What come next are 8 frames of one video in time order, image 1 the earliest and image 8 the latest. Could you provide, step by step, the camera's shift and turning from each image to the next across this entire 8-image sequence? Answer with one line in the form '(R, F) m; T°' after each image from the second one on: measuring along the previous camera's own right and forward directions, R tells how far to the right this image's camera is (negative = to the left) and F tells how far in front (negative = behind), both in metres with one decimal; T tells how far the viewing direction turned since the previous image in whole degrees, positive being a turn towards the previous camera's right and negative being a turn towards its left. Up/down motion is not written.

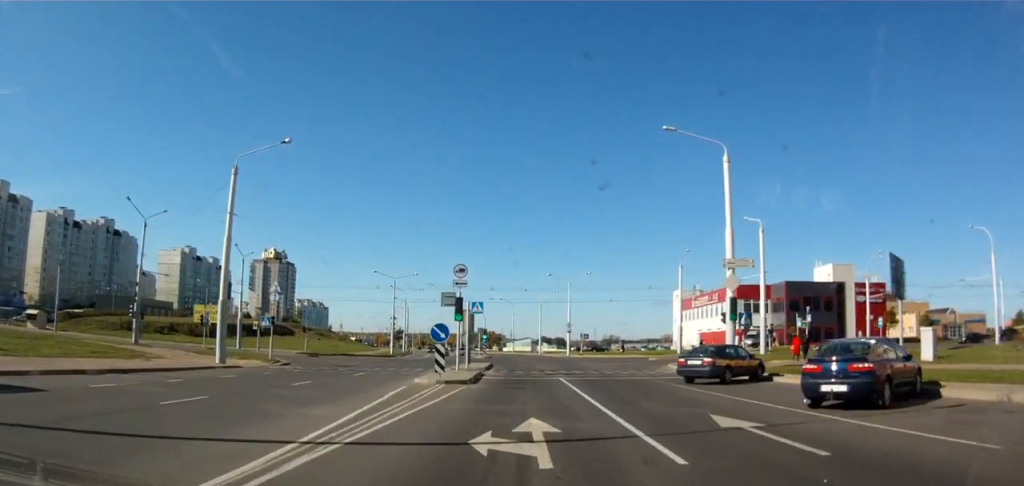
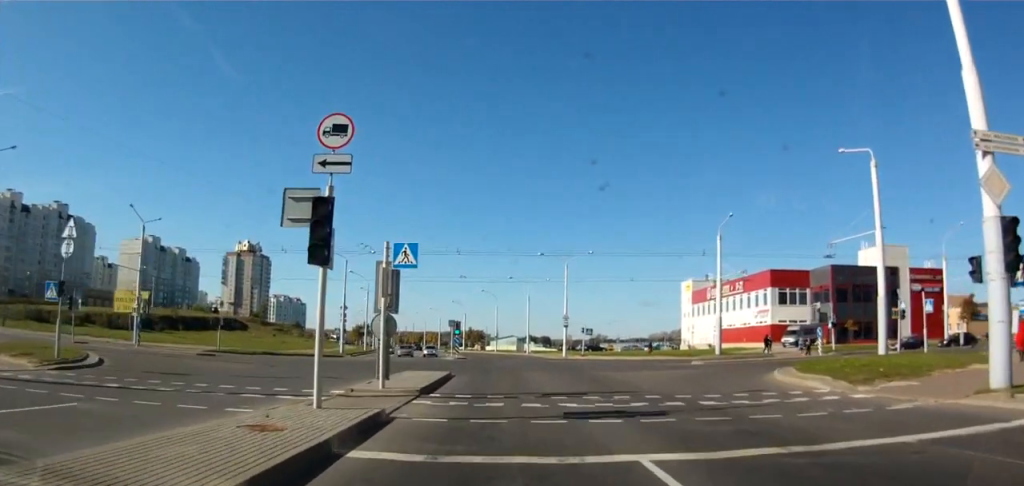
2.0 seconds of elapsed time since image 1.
(-0.3, +19.9) m; -1°
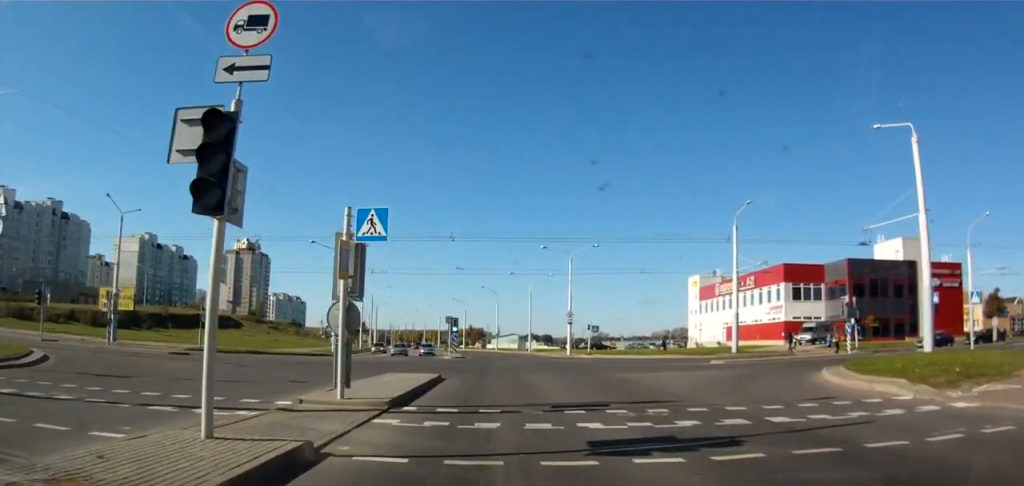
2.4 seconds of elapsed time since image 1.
(0.0, +4.2) m; 0°
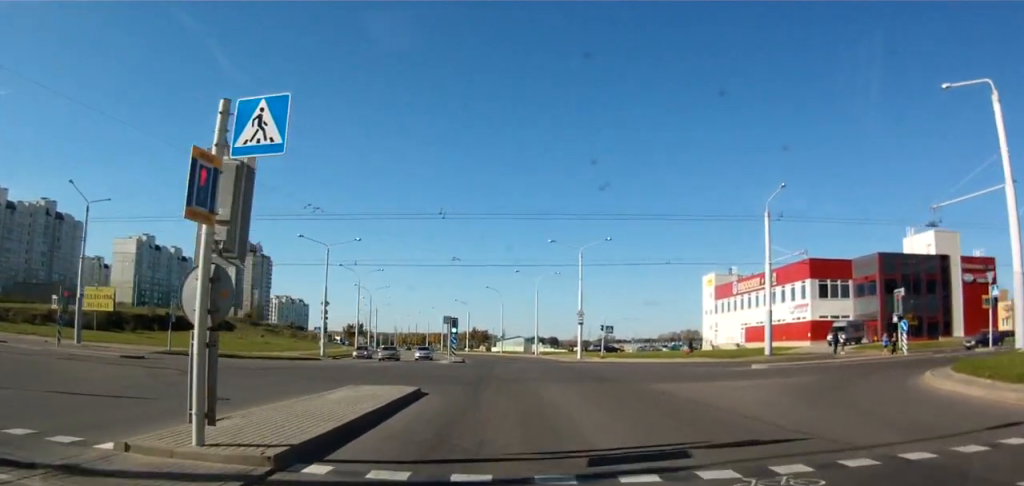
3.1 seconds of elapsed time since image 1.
(0.0, +6.1) m; 0°
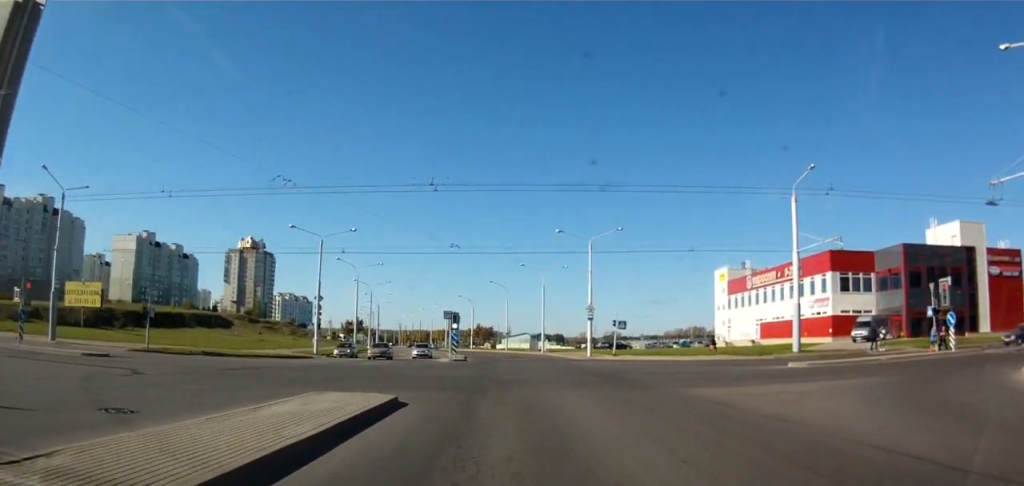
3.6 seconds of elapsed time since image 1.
(0.0, +4.4) m; +1°
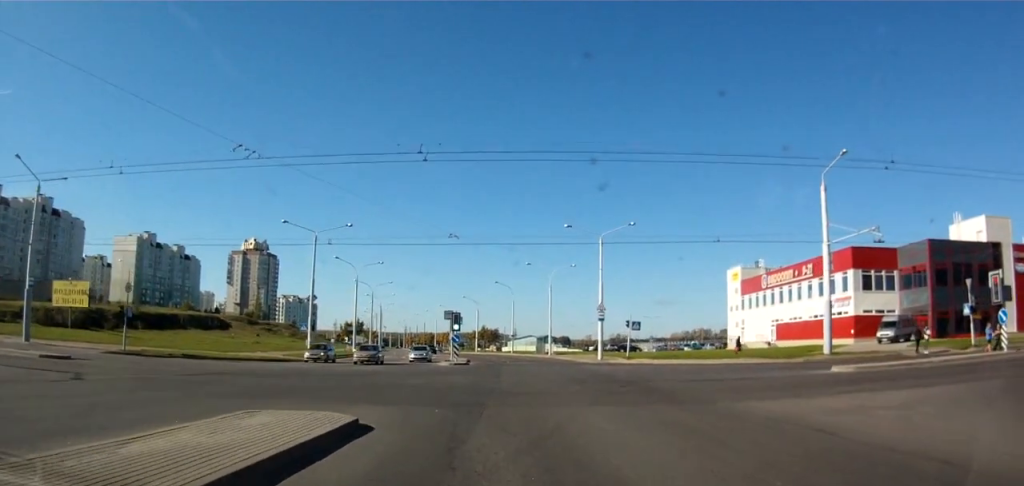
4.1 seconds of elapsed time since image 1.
(-0.1, +3.8) m; +2°
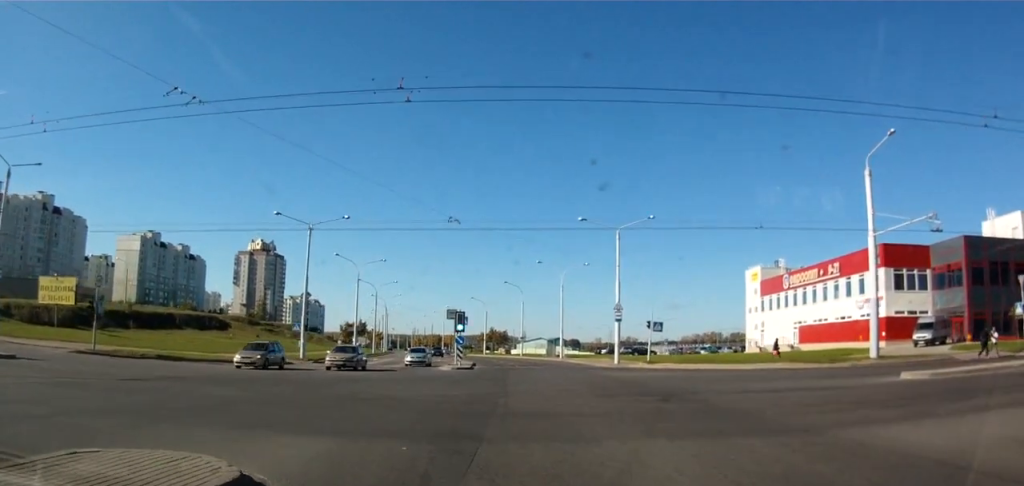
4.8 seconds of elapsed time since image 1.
(+0.2, +5.0) m; -1°
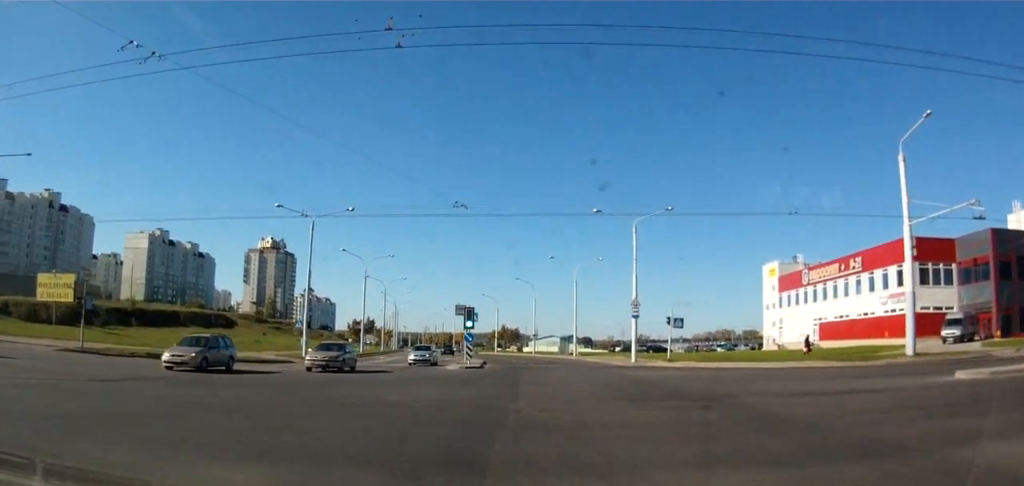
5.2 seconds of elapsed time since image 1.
(+0.3, +2.9) m; -2°
